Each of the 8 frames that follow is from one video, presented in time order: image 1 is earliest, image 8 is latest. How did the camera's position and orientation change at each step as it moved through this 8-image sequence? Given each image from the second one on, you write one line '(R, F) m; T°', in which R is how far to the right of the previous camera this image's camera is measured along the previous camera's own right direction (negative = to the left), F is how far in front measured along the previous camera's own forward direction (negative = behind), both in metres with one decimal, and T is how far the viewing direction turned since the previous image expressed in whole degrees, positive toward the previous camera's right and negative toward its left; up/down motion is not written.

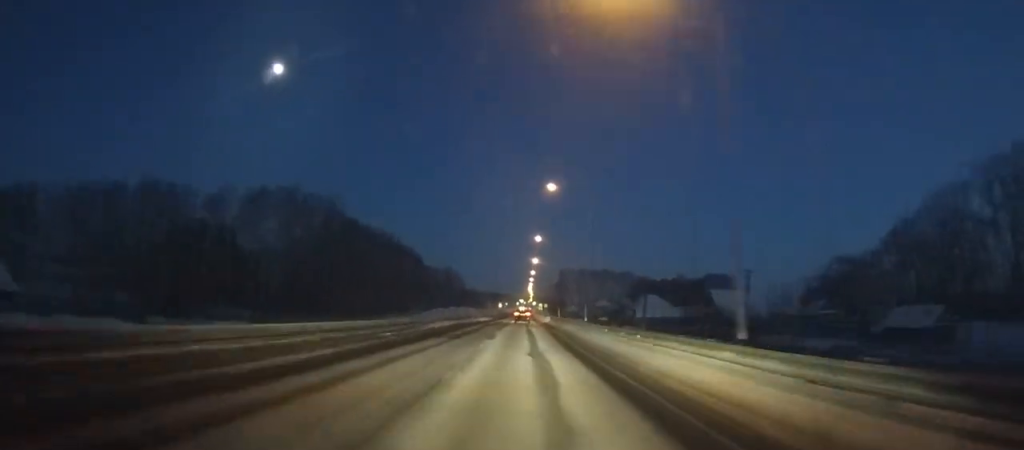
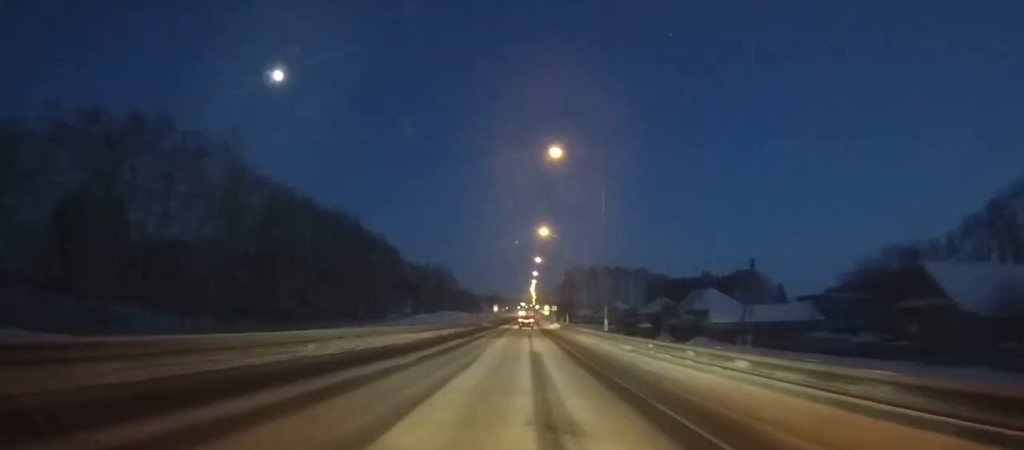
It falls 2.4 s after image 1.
(+0.1, +40.8) m; 0°
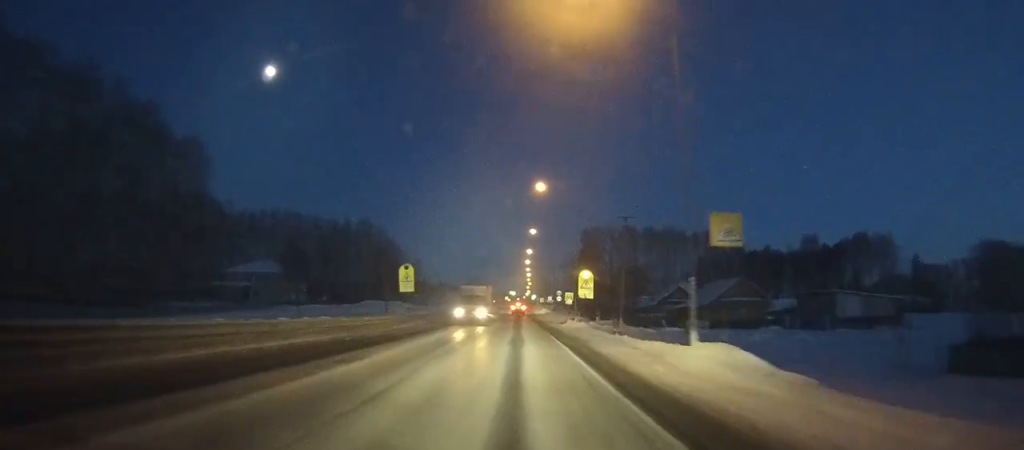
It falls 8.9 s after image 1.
(+0.1, +105.6) m; 0°
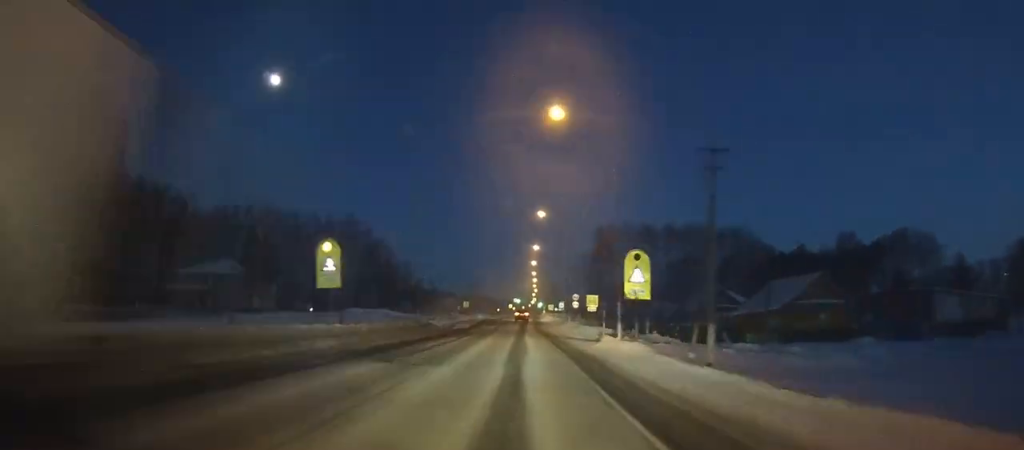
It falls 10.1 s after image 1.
(+0.1, +18.6) m; 0°
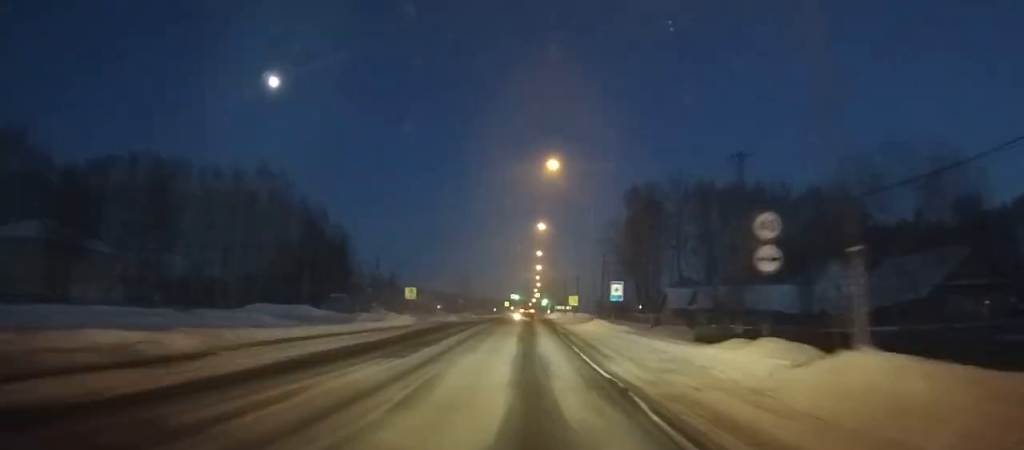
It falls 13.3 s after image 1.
(-0.5, +46.5) m; 0°
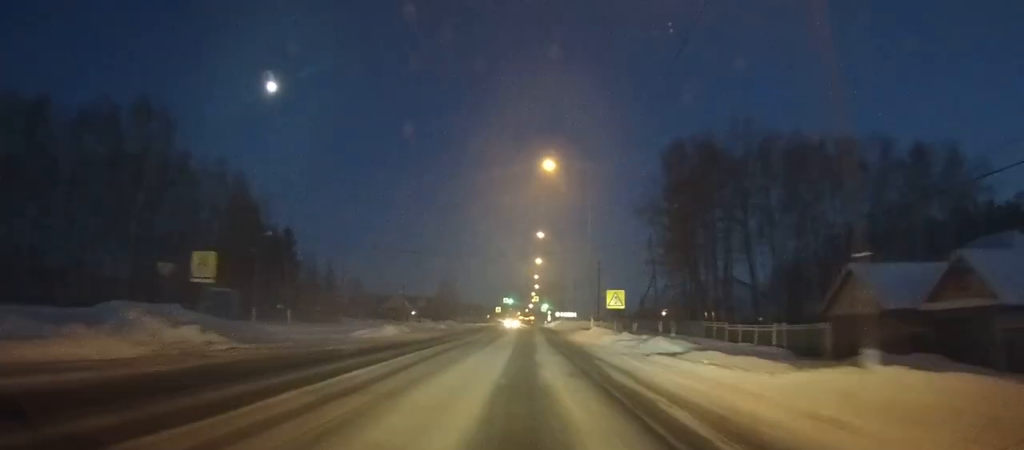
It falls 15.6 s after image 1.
(+0.3, +31.4) m; +1°
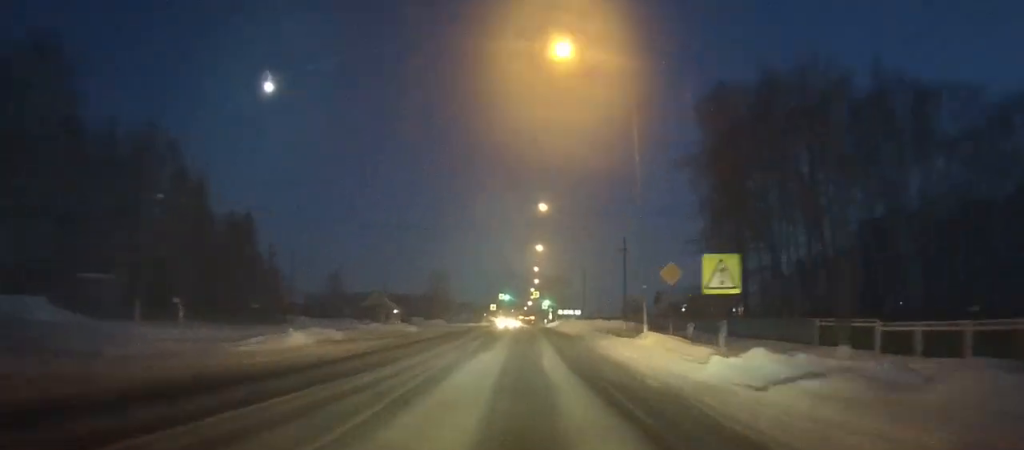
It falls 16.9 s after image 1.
(0.0, +17.5) m; 0°
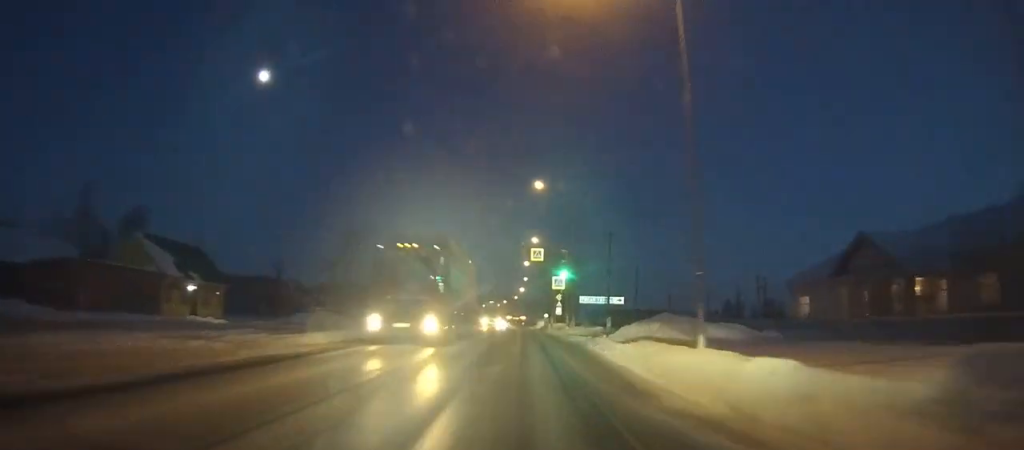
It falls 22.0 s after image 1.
(0.0, +66.9) m; 0°
